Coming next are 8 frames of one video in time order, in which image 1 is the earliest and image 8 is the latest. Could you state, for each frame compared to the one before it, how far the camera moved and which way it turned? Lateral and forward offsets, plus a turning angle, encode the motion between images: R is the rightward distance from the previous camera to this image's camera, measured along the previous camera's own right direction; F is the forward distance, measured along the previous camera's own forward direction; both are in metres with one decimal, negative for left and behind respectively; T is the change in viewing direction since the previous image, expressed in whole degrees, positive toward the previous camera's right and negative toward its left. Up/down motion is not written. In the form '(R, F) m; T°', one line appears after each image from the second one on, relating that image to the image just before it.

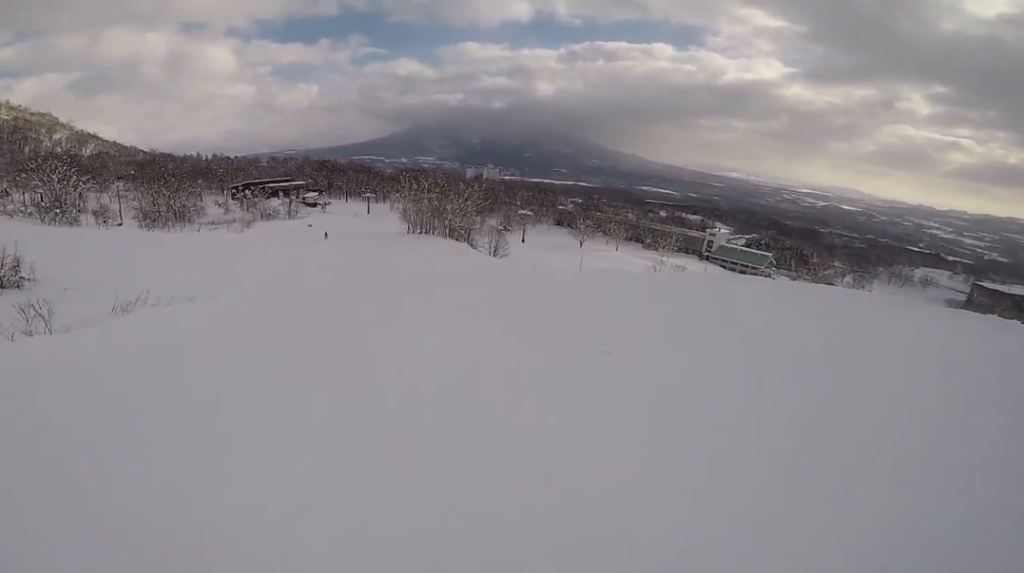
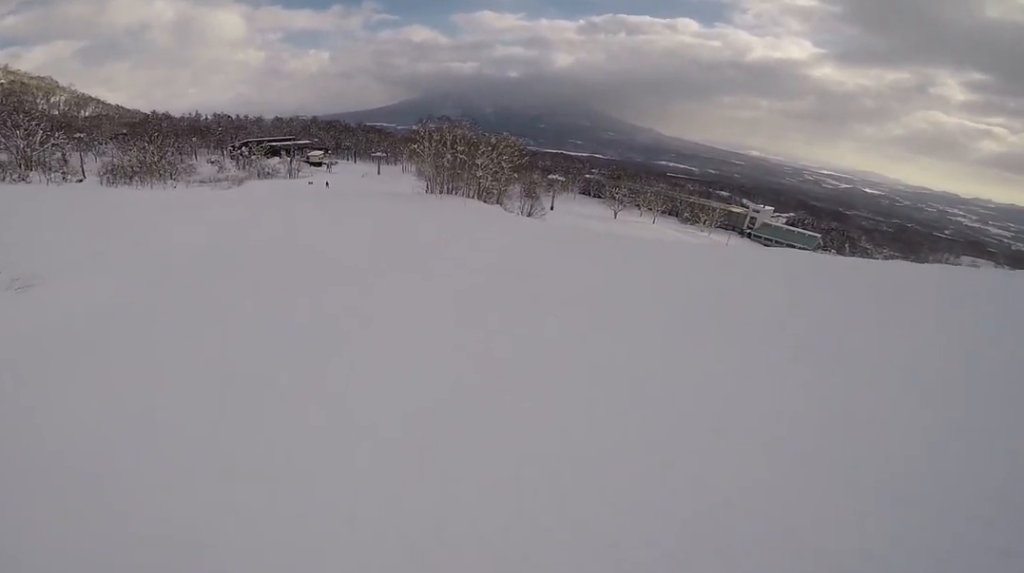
(+2.0, +17.6) m; +3°
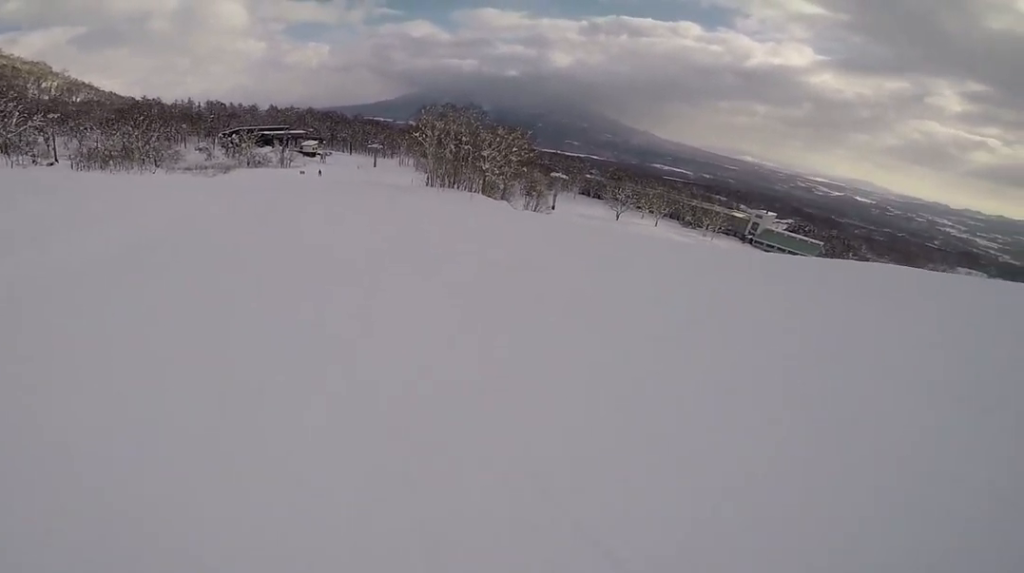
(+0.3, +6.2) m; -3°
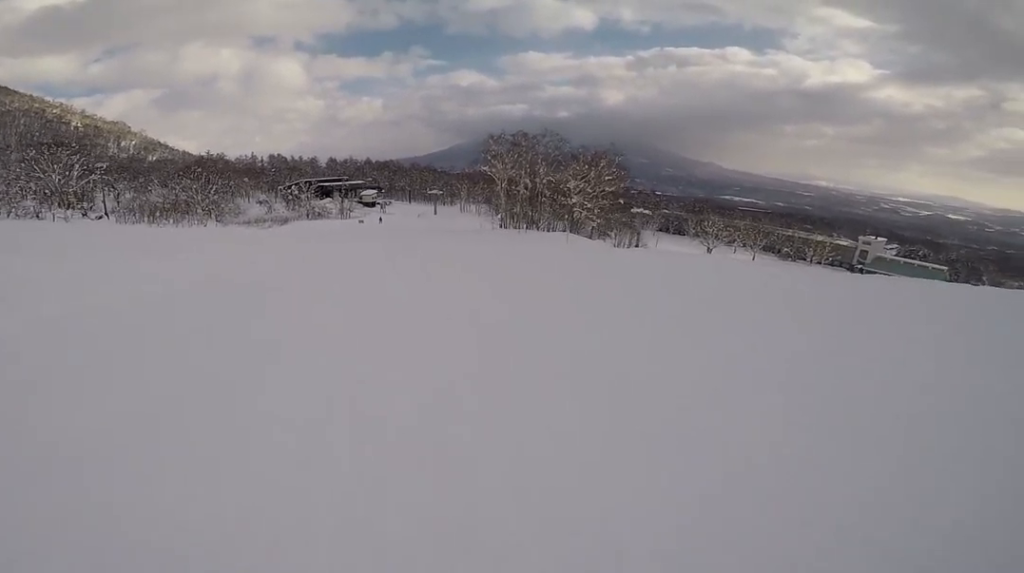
(-1.1, +11.2) m; -5°
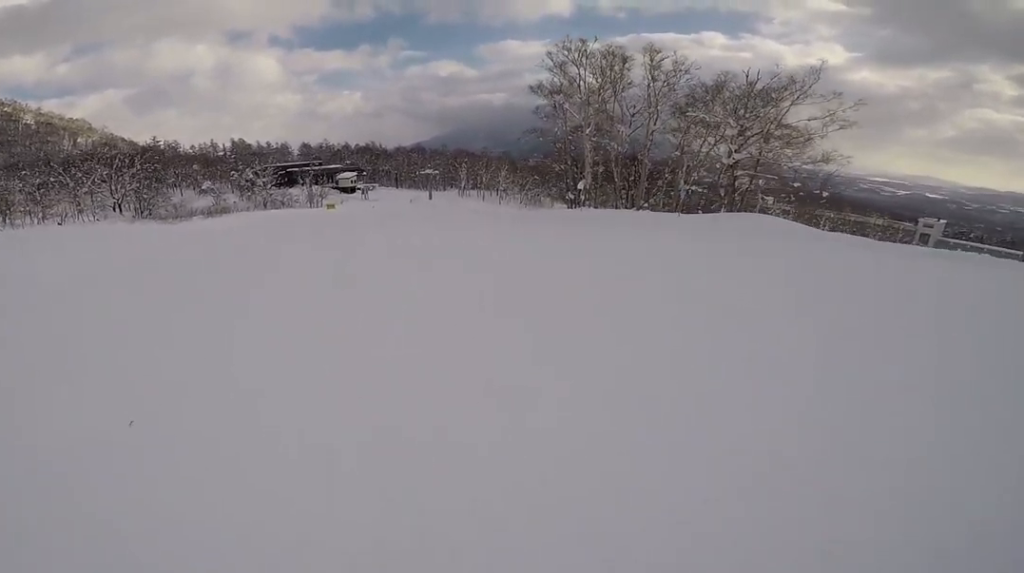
(+2.0, +31.5) m; +3°
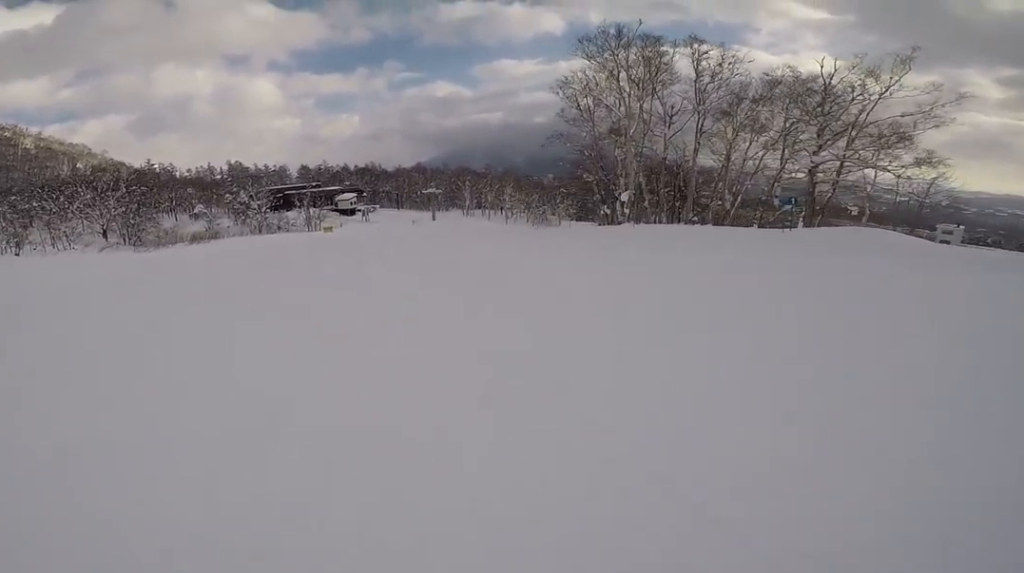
(-0.5, +6.8) m; -4°
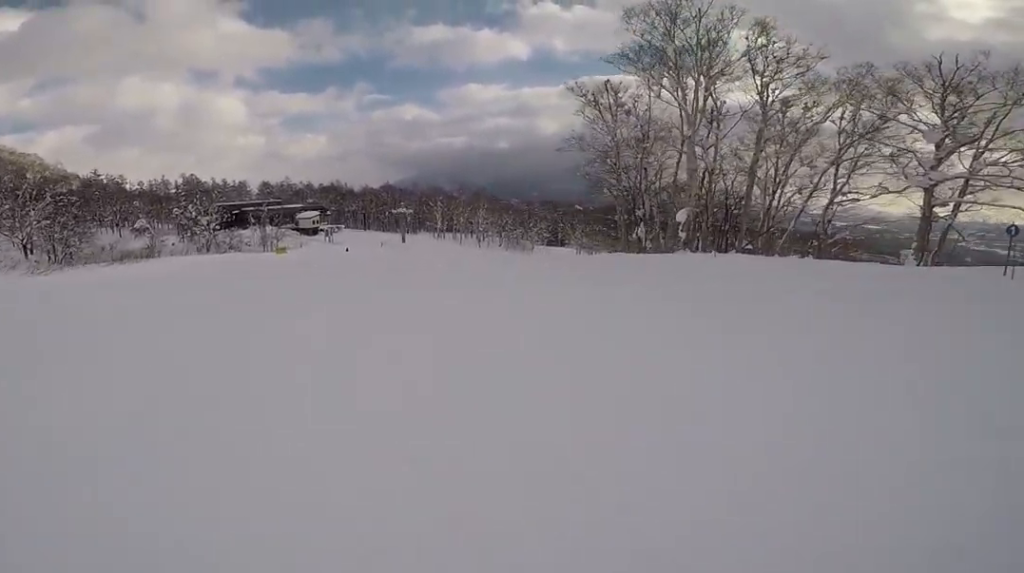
(-0.3, +9.6) m; +2°
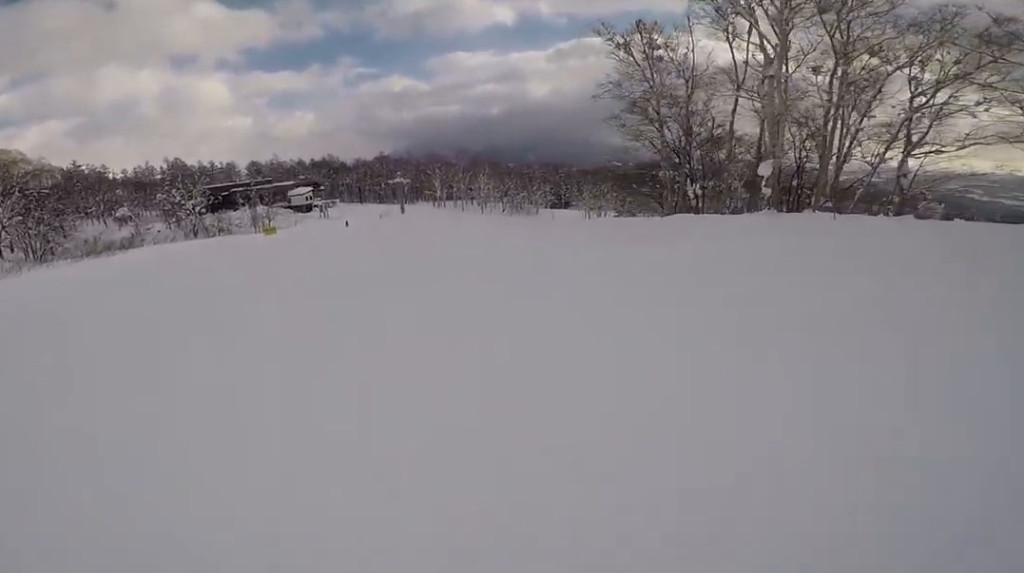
(-0.4, +5.2) m; +3°
